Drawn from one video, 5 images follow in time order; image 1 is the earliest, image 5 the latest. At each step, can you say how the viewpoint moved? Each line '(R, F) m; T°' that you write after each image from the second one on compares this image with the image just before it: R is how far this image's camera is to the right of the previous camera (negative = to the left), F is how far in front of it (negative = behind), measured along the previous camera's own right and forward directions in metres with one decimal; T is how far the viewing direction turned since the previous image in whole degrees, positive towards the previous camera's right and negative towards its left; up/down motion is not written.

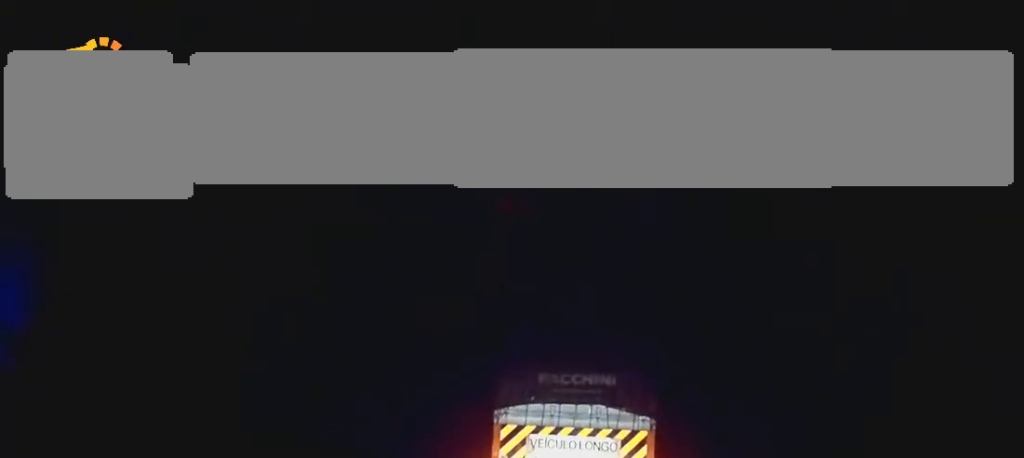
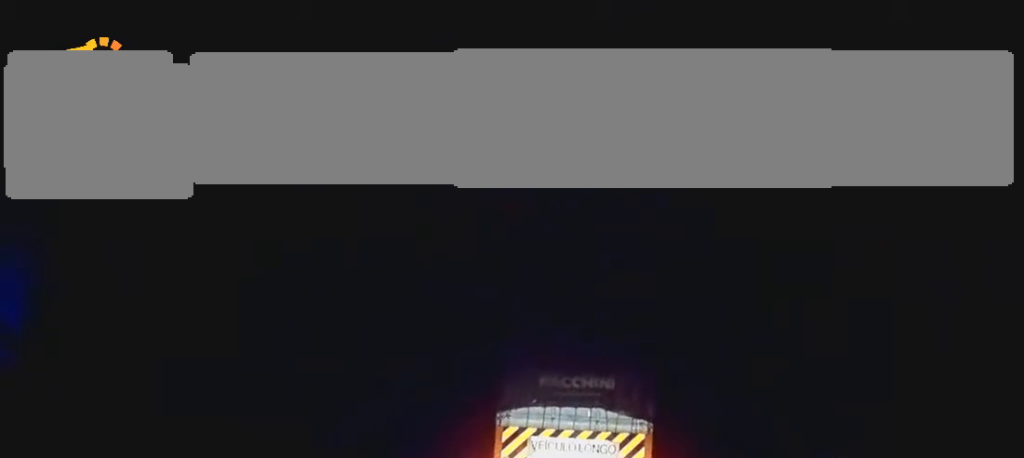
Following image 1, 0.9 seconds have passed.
(-0.1, +9.1) m; 0°
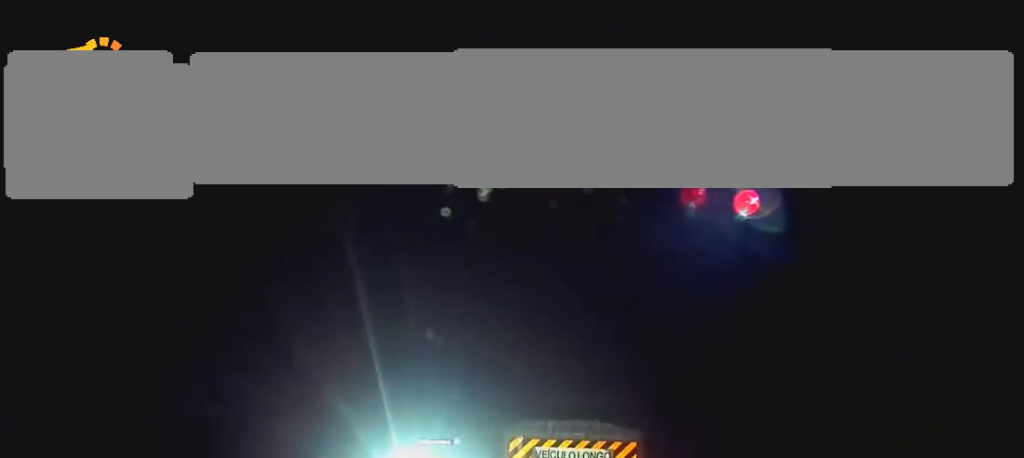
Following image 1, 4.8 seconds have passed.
(+0.6, +40.8) m; +1°
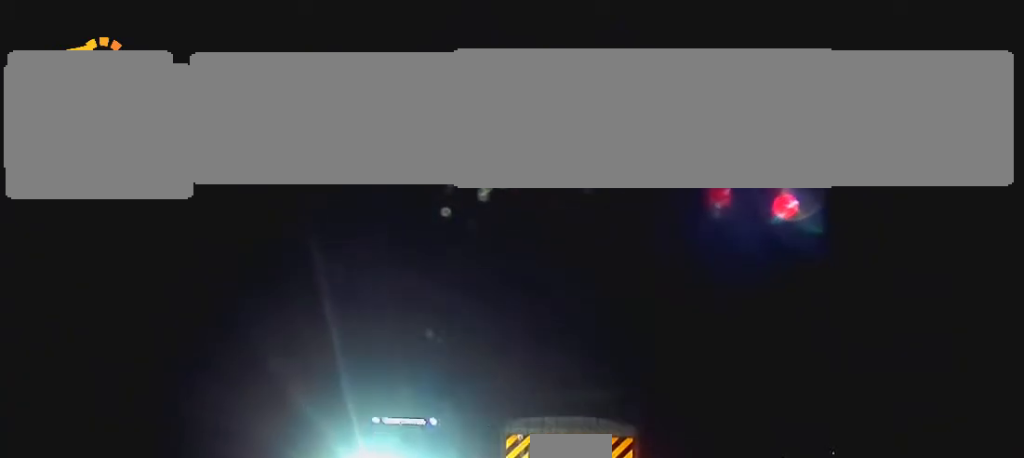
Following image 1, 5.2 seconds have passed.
(0.0, +4.2) m; 0°
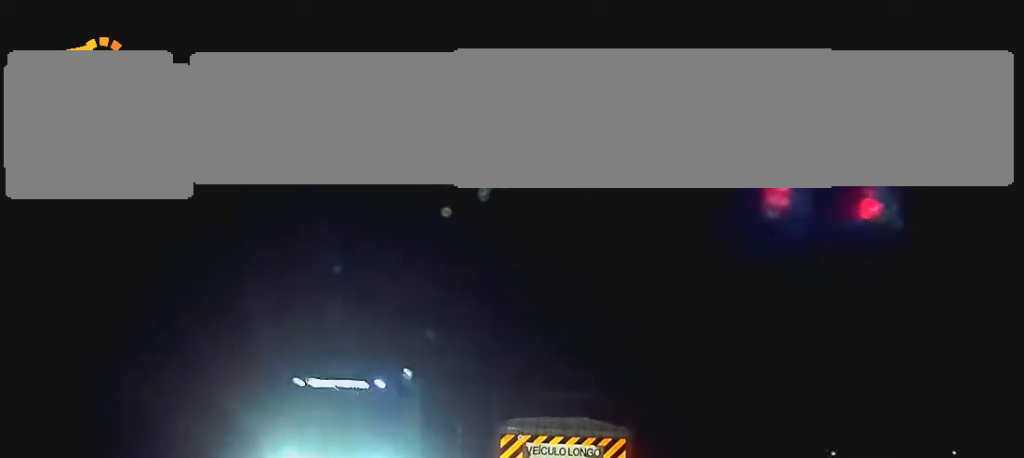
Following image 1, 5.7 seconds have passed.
(0.0, +4.9) m; 0°
